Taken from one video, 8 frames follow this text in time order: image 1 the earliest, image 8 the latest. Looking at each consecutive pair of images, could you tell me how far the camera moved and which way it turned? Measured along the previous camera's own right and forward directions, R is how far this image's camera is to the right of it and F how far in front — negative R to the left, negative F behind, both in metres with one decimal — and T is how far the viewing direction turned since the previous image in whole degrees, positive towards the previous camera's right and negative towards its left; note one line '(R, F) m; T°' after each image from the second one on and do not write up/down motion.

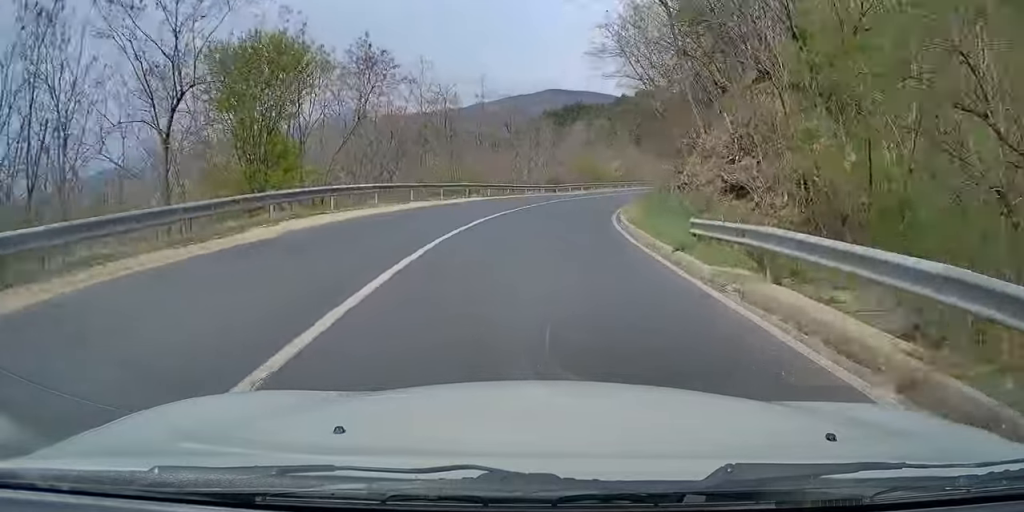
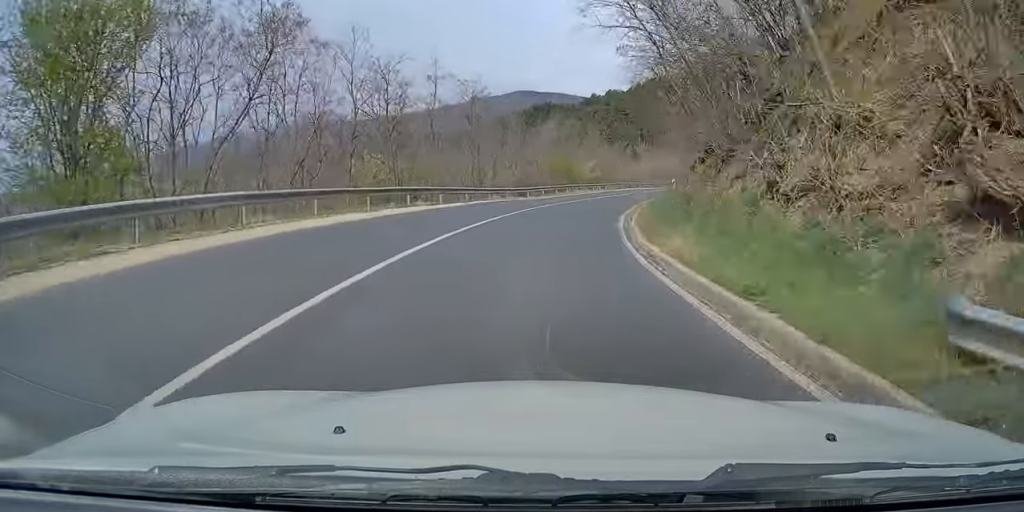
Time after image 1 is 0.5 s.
(+0.6, +9.1) m; +4°
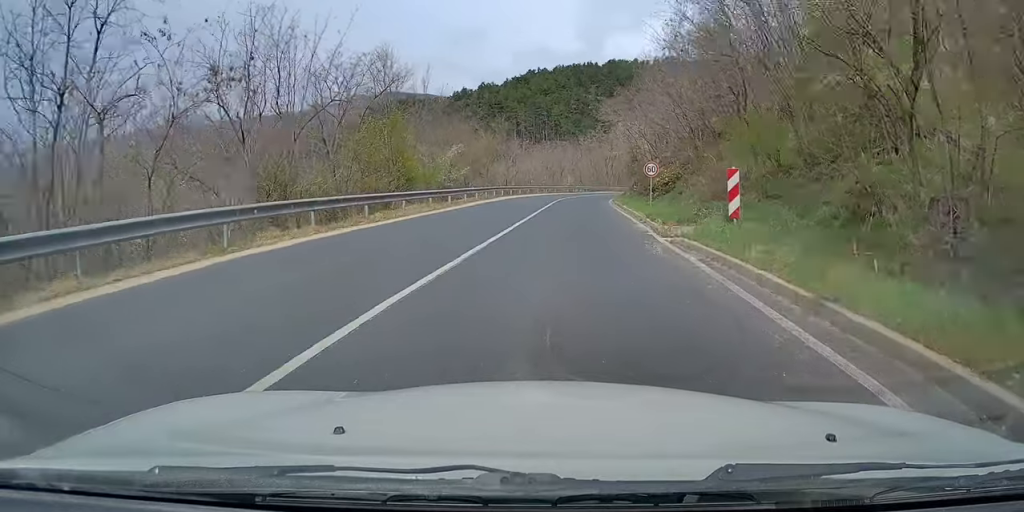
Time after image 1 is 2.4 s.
(+4.2, +37.0) m; +11°
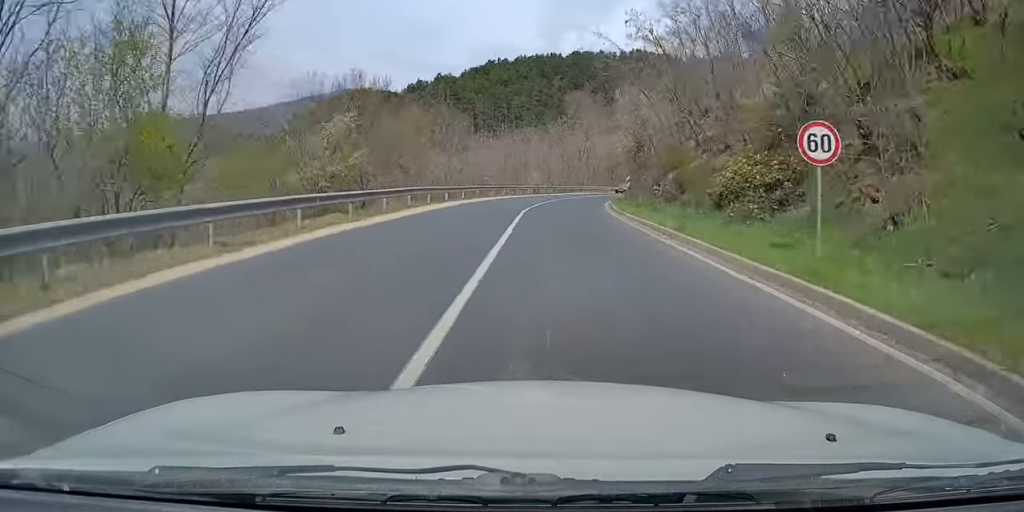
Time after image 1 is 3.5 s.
(+0.7, +20.6) m; +4°
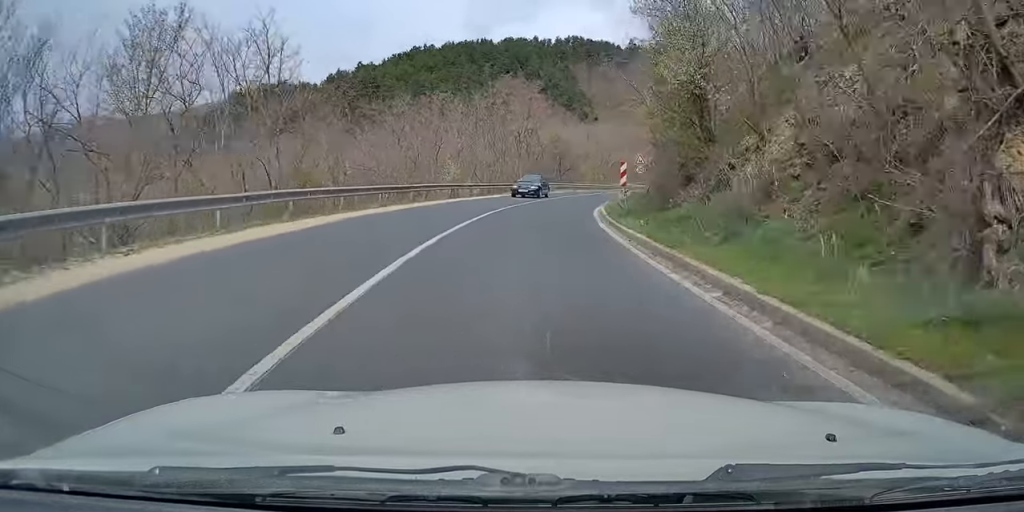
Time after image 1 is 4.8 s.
(+1.1, +24.0) m; +5°
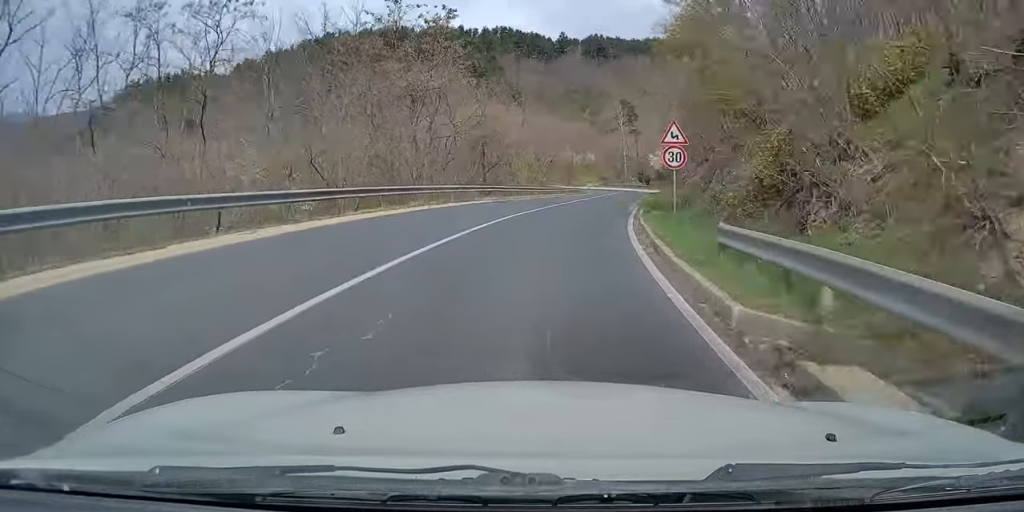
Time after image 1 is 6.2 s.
(+1.5, +24.8) m; +8°
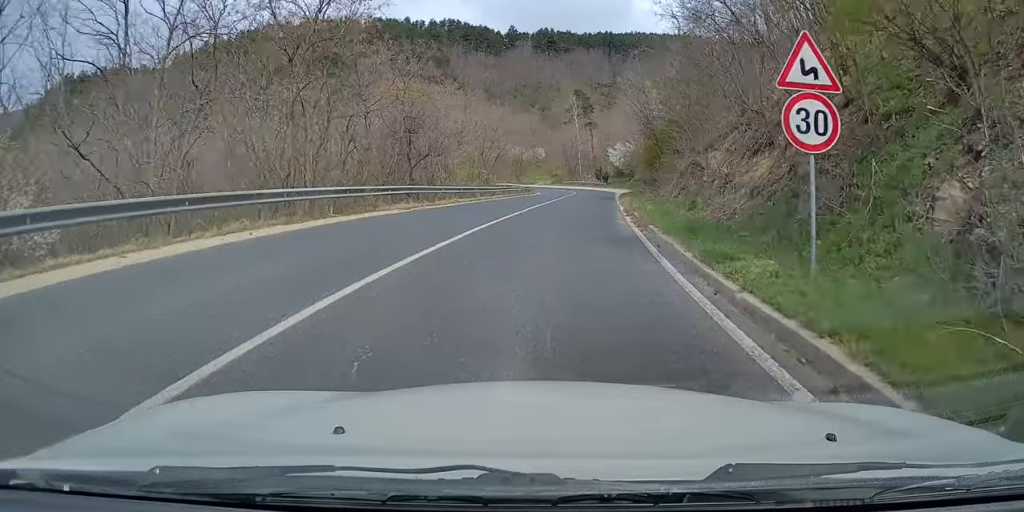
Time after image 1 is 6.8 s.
(+0.4, +11.5) m; +4°
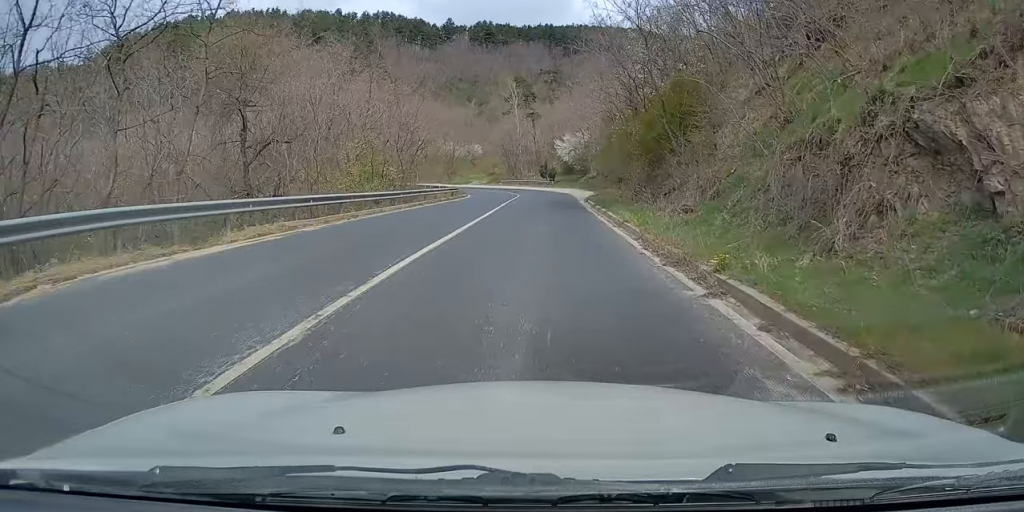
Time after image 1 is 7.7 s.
(+0.8, +16.1) m; +4°
